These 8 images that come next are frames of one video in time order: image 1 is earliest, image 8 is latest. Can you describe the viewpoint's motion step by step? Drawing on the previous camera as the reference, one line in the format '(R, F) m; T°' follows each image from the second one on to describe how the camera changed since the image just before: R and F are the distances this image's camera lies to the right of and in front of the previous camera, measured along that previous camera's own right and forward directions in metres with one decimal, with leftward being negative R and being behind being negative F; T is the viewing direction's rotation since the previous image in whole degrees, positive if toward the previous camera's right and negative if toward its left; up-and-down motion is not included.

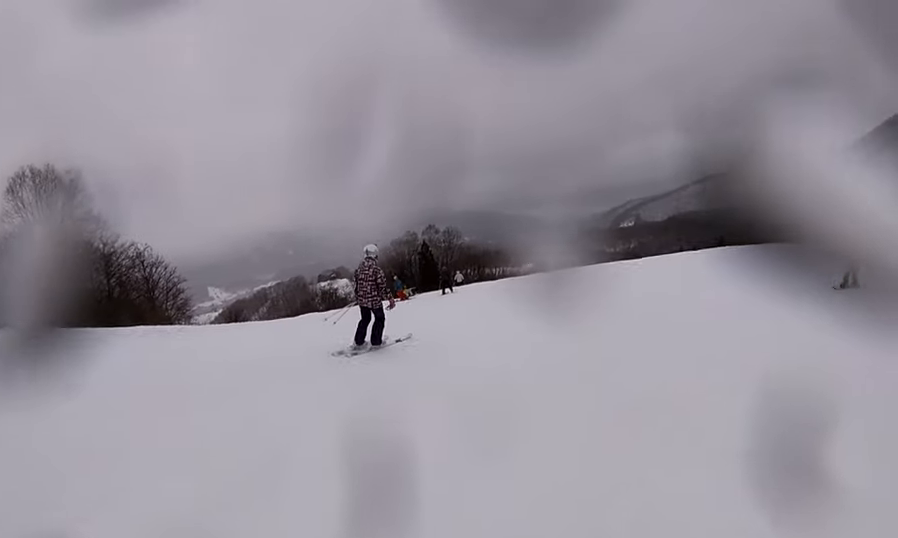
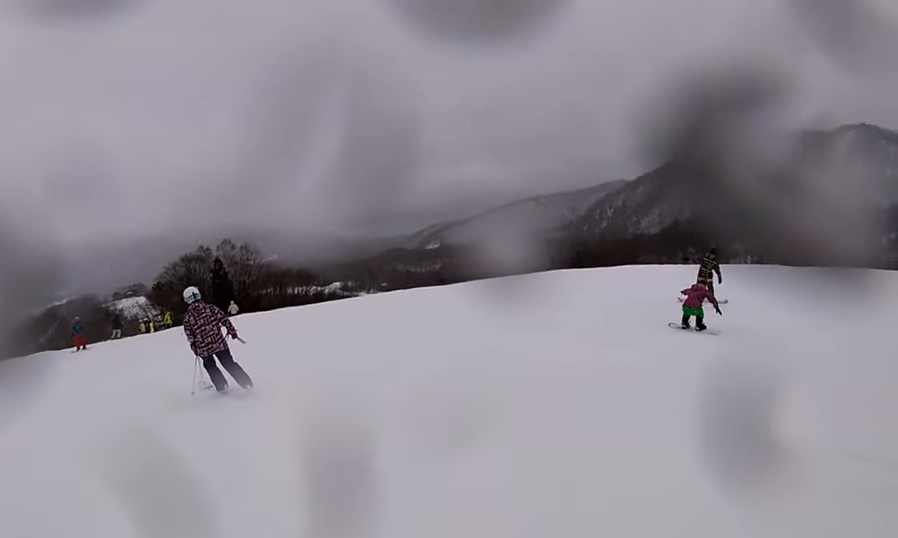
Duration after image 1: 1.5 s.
(+2.3, +7.1) m; +9°
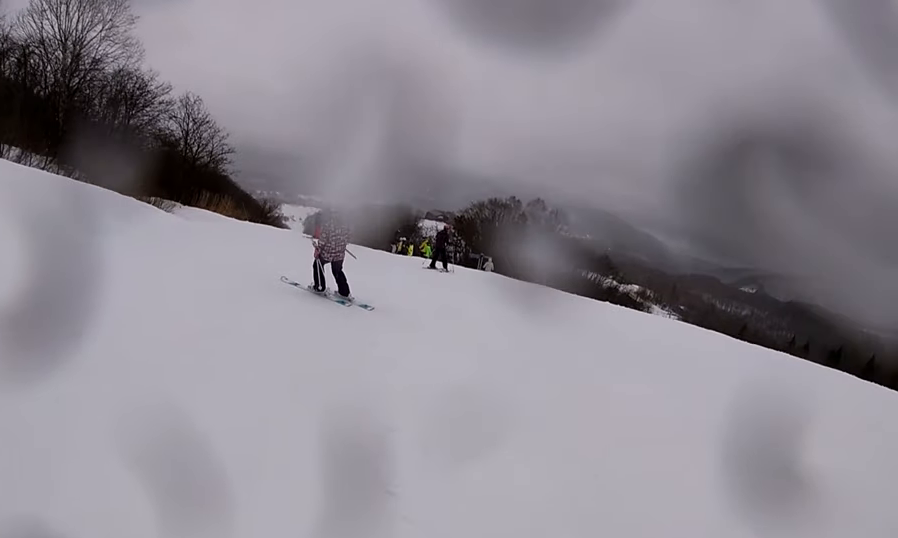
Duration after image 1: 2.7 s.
(-1.6, +4.7) m; -44°
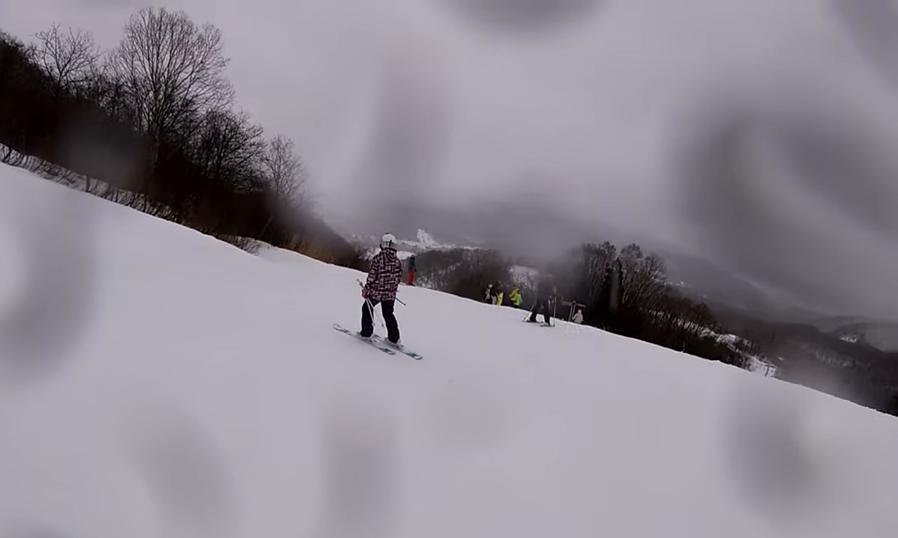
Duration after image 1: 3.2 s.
(-0.7, +1.8) m; -10°
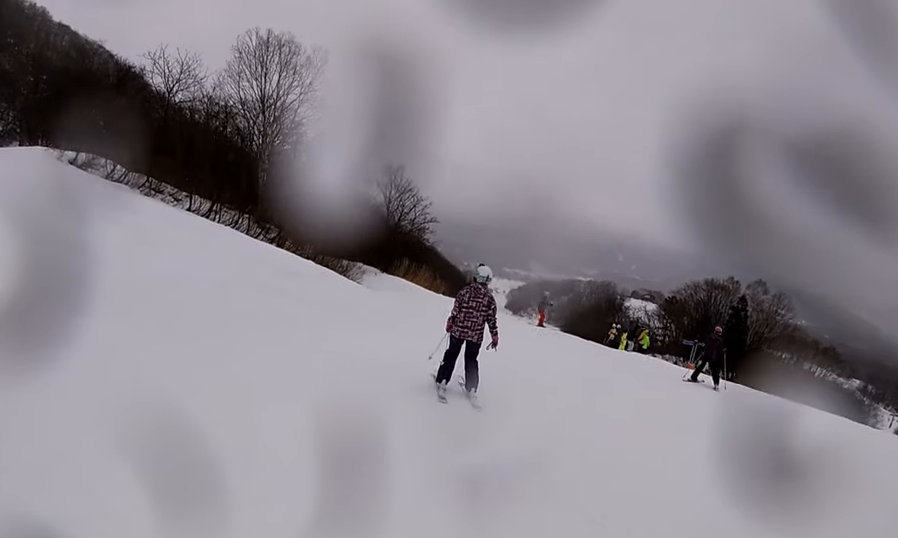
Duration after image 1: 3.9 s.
(-0.4, +2.6) m; -4°
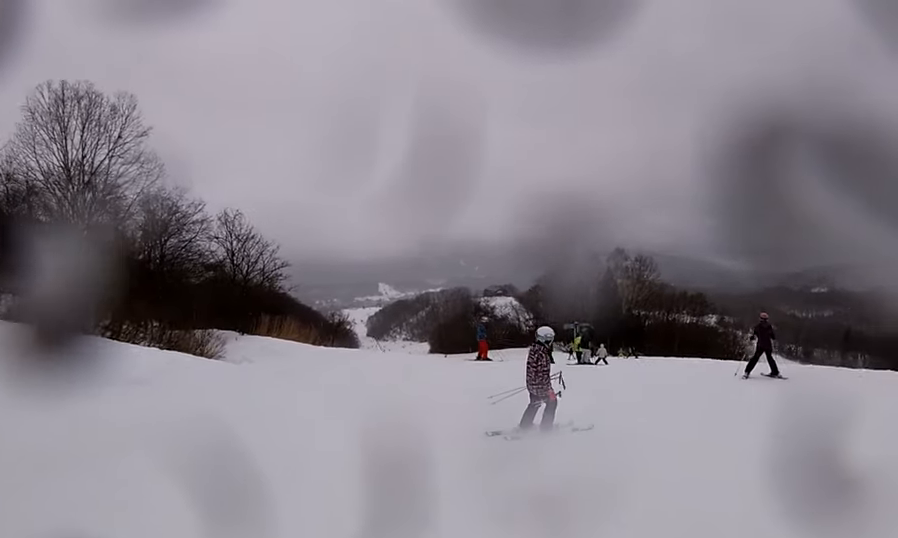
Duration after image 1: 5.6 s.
(+1.3, +5.4) m; +31°
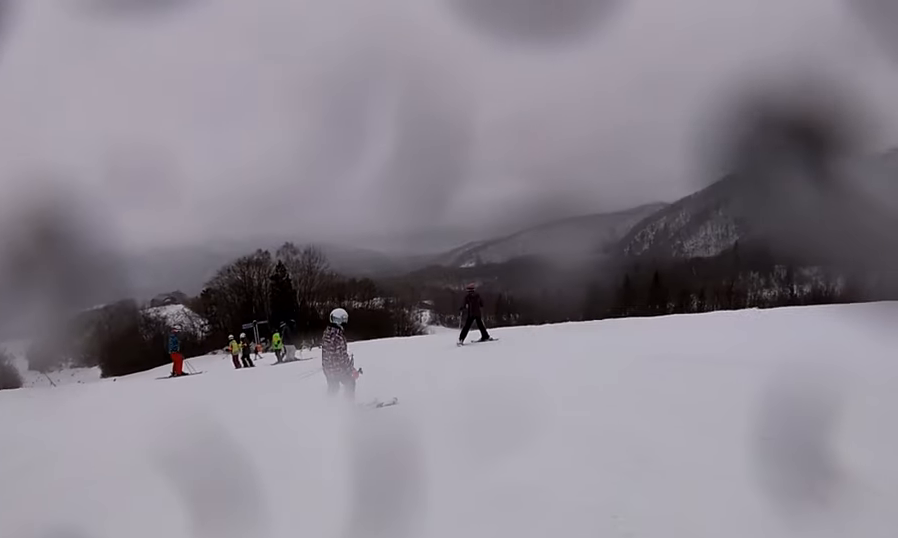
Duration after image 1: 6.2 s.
(+0.2, +1.5) m; +19°
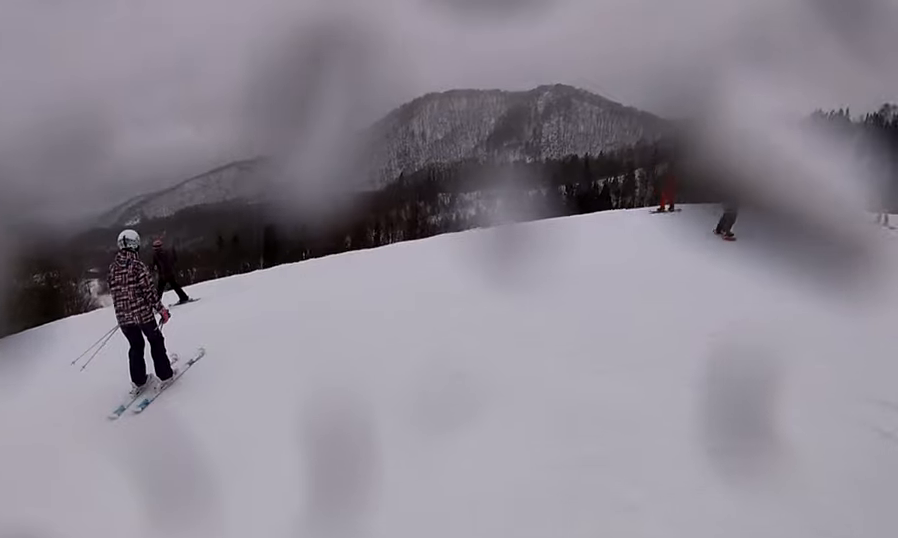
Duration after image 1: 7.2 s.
(+0.7, +2.3) m; +25°
